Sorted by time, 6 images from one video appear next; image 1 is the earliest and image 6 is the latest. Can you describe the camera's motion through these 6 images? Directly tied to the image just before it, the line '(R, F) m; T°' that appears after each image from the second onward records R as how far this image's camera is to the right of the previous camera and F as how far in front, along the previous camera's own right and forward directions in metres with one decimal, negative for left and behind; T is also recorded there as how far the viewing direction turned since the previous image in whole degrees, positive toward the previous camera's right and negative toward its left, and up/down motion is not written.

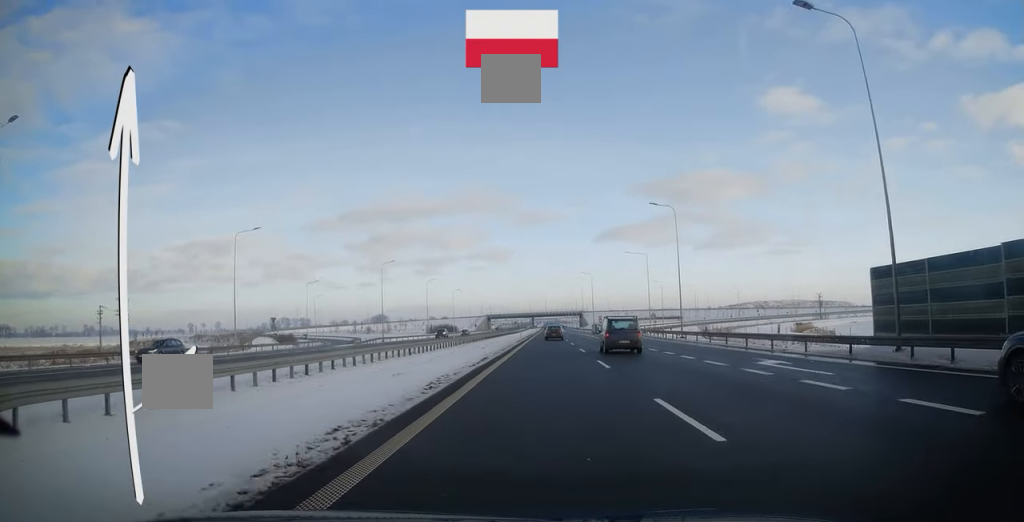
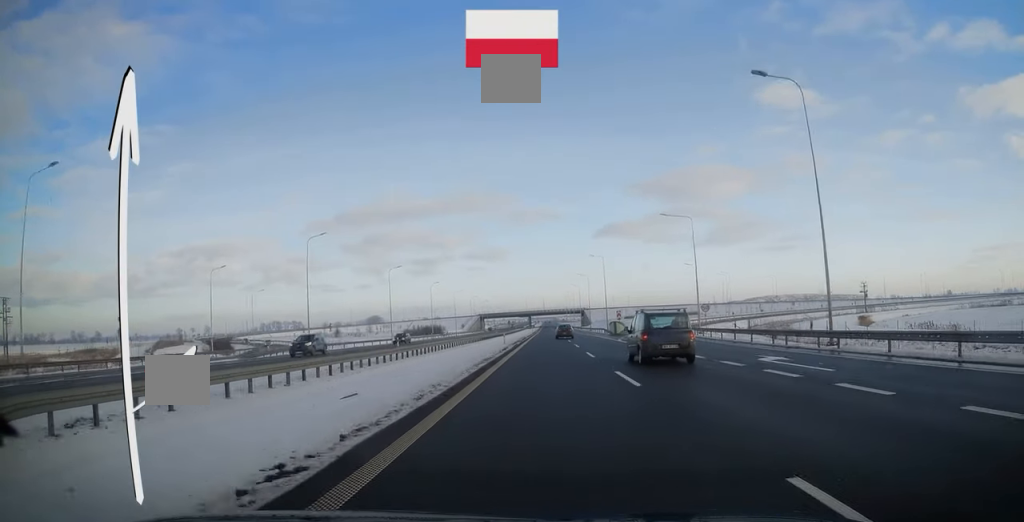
(-0.1, +30.2) m; 0°
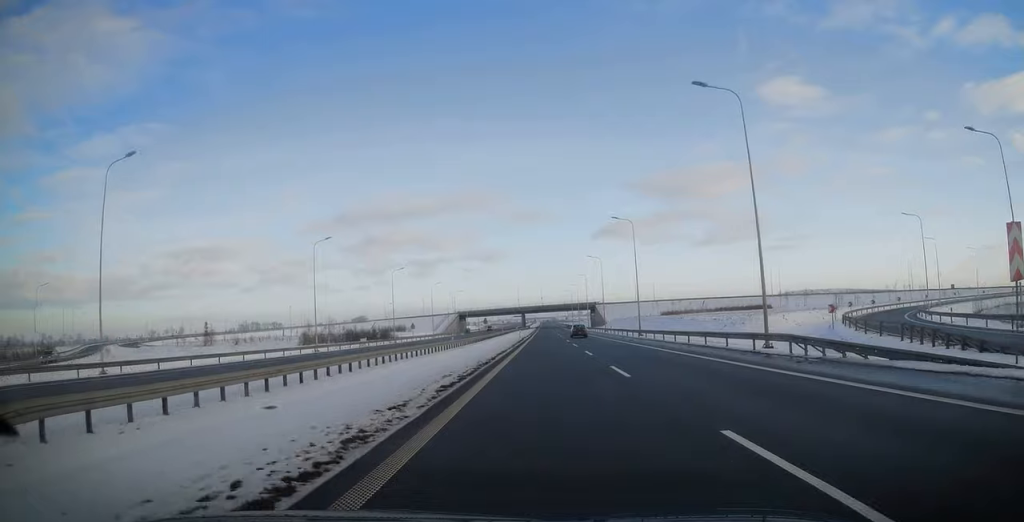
(+0.5, +69.4) m; +1°
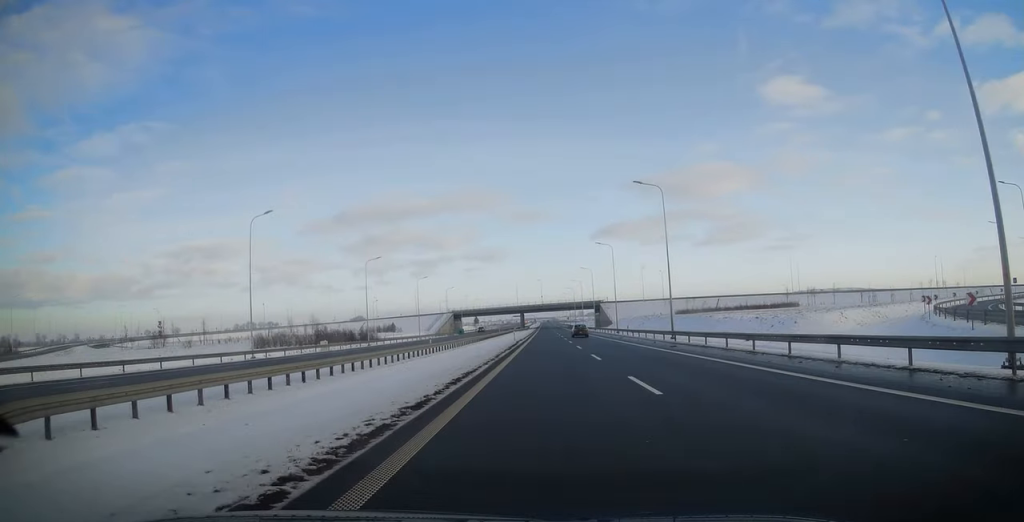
(0.0, +15.8) m; 0°
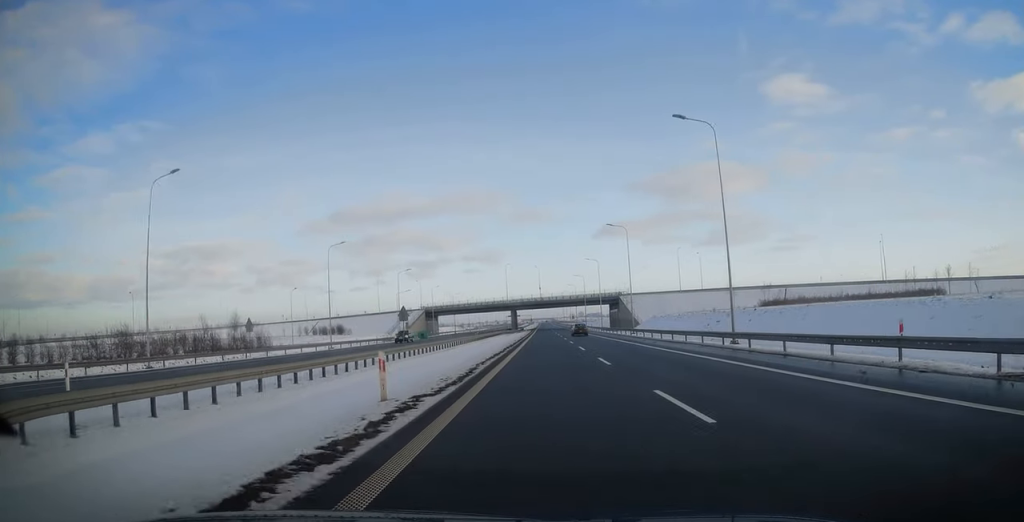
(0.0, +51.3) m; 0°
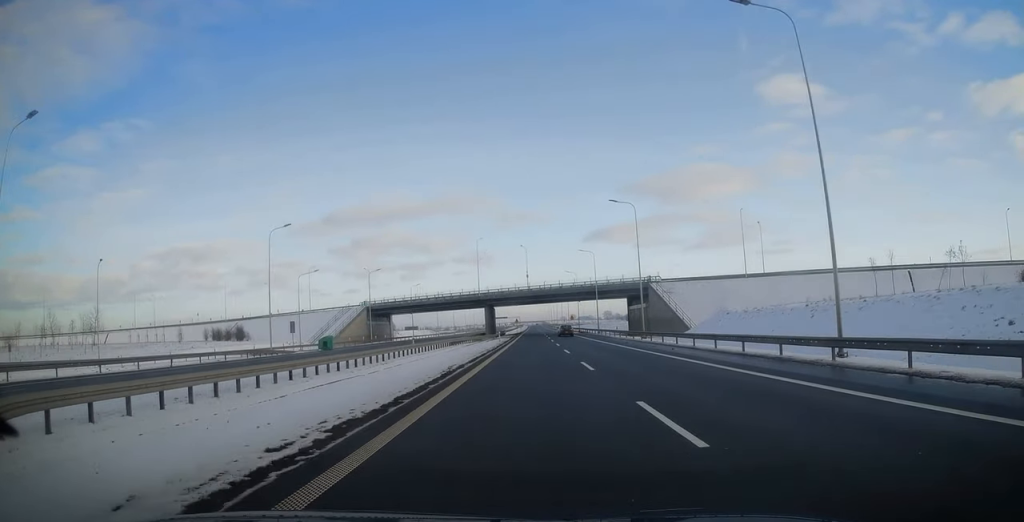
(0.0, +49.3) m; 0°
